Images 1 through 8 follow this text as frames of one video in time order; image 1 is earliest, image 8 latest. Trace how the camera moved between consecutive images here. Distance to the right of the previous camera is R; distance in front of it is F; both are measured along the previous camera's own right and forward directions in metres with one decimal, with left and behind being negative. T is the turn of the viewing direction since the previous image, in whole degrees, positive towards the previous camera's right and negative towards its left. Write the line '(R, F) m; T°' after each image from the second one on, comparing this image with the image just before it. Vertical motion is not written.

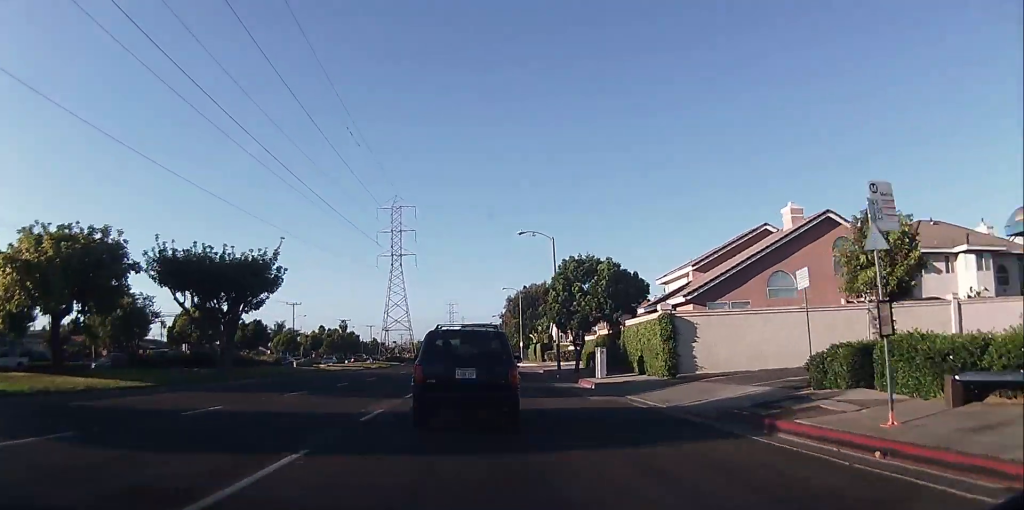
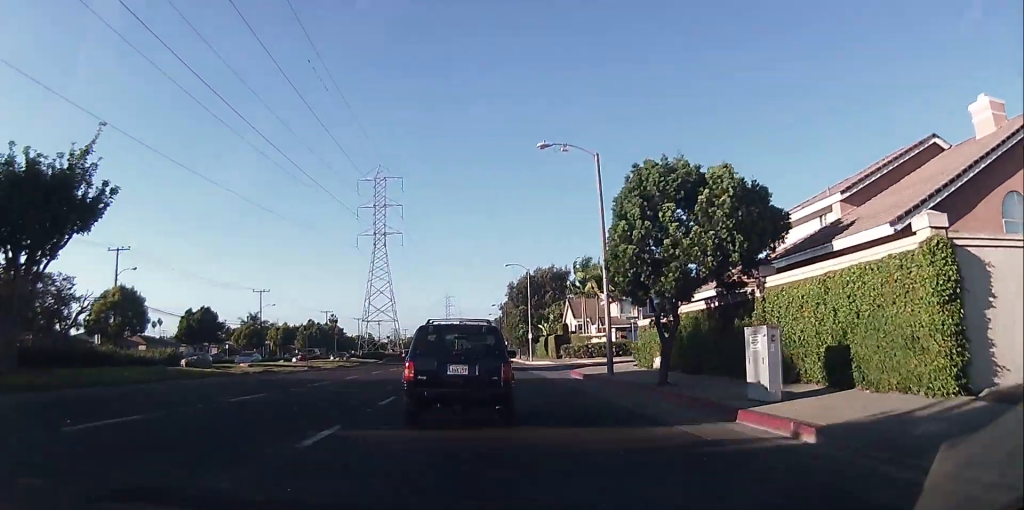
(0.0, +18.8) m; 0°
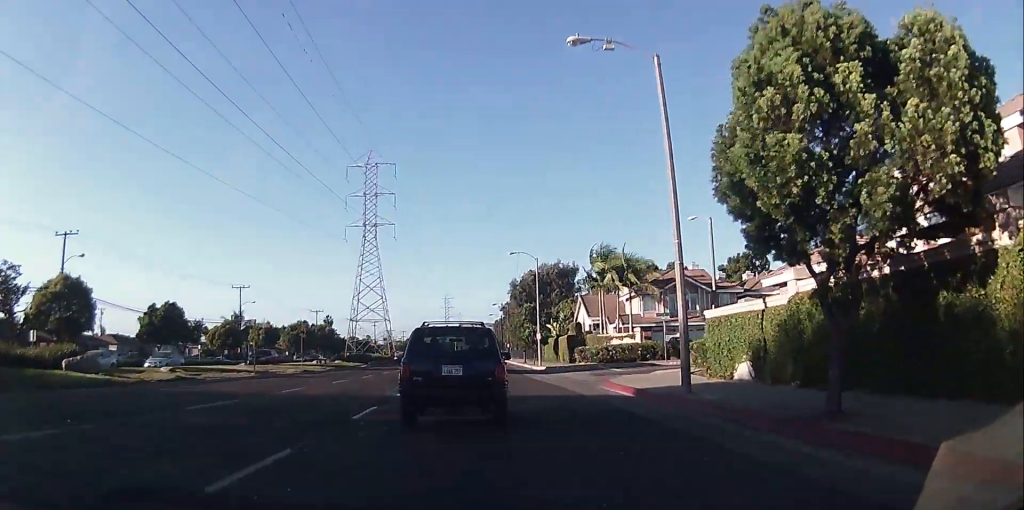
(0.0, +10.1) m; 0°
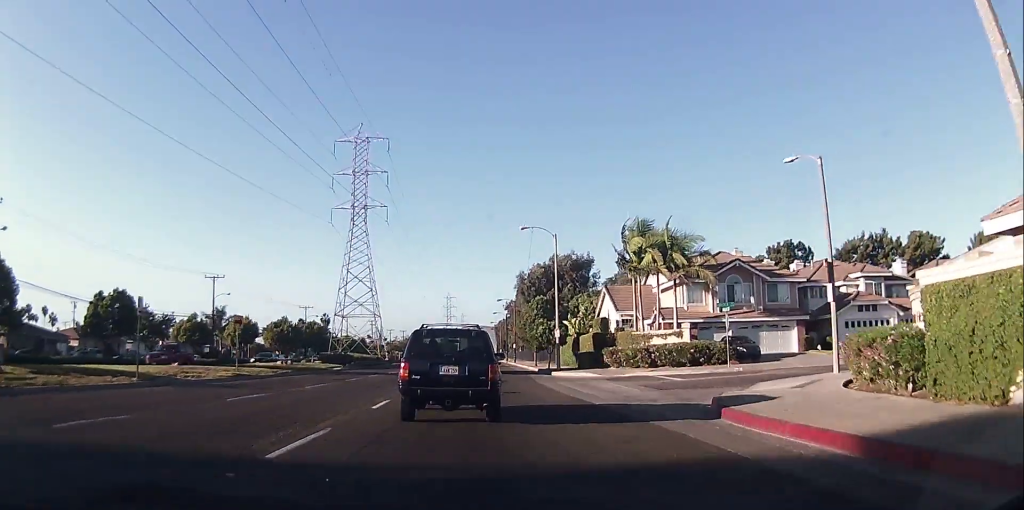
(0.0, +12.0) m; 0°
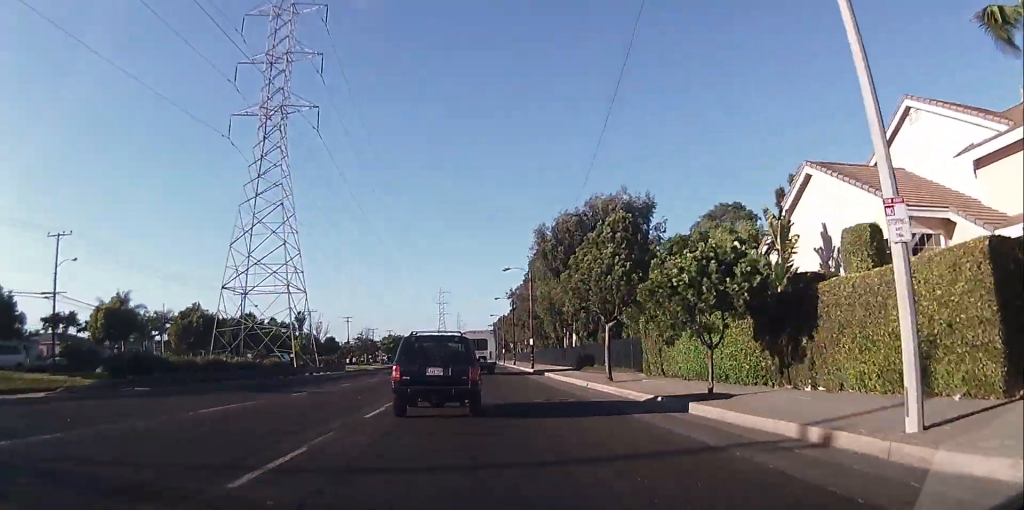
(0.0, +36.5) m; 0°
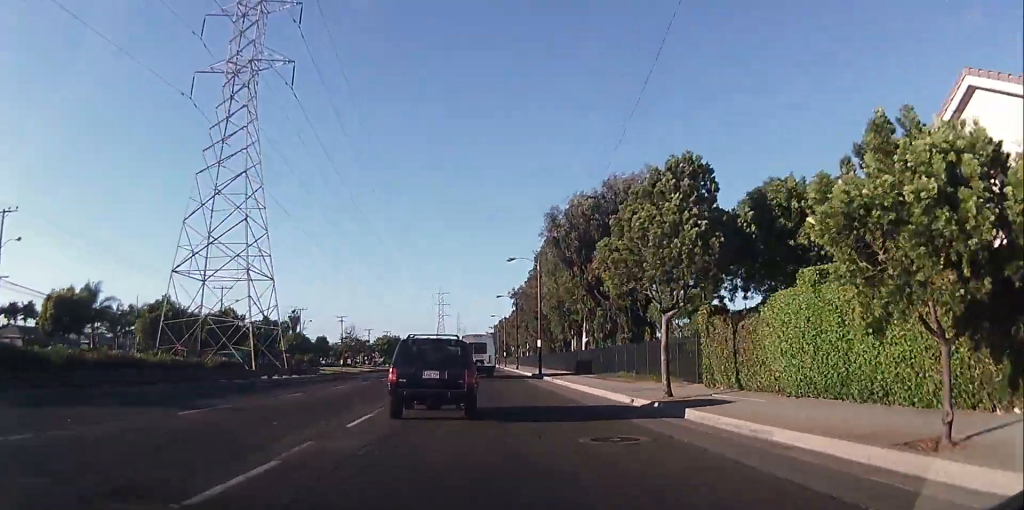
(0.0, +8.4) m; 0°
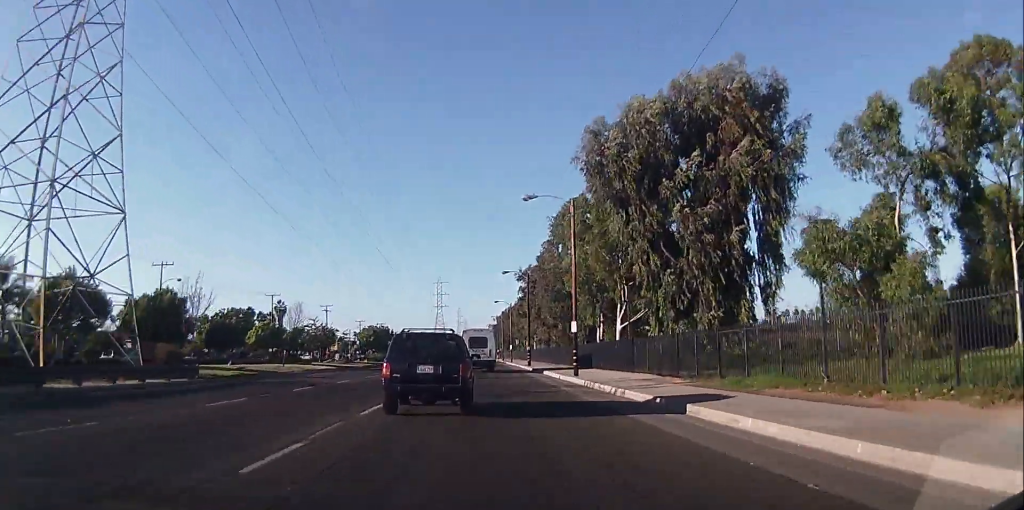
(0.0, +19.5) m; 0°
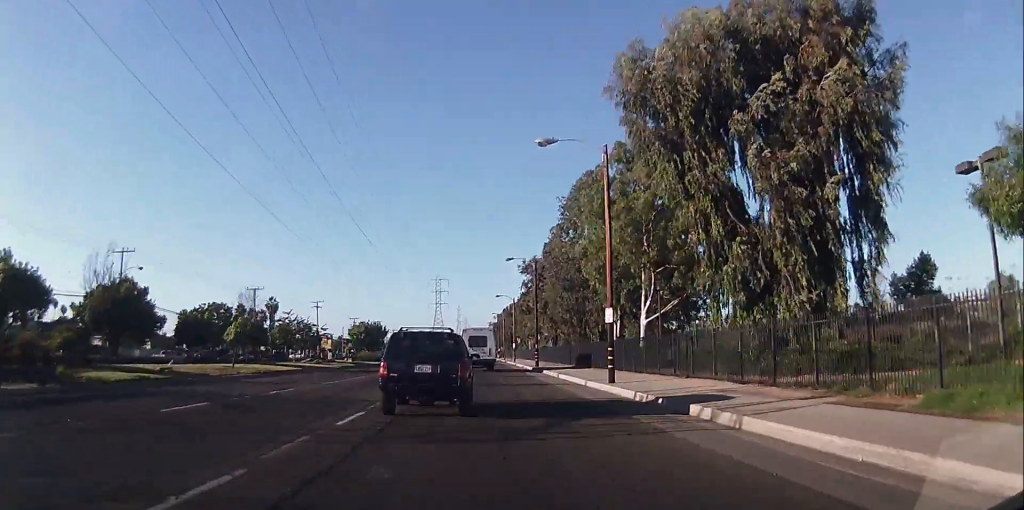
(0.0, +9.3) m; 0°
